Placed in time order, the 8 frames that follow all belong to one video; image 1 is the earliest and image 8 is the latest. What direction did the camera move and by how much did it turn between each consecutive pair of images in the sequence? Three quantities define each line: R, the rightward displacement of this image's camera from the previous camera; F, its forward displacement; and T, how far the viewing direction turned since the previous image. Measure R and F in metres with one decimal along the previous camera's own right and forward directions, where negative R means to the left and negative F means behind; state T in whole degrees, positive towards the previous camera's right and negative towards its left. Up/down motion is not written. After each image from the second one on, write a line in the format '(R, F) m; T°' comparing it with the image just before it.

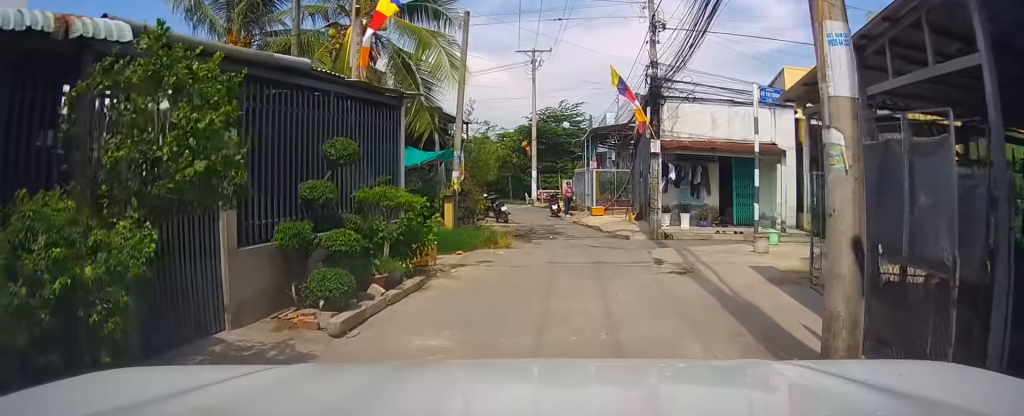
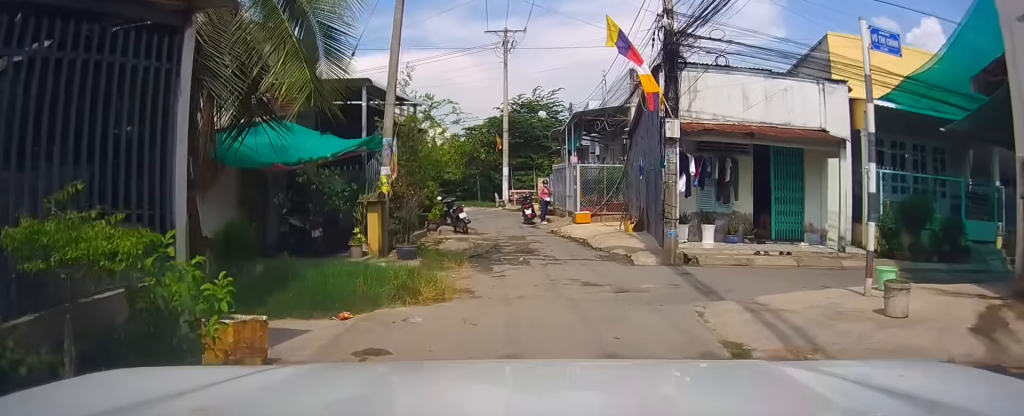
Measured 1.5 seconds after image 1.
(-2.7, +7.7) m; -19°
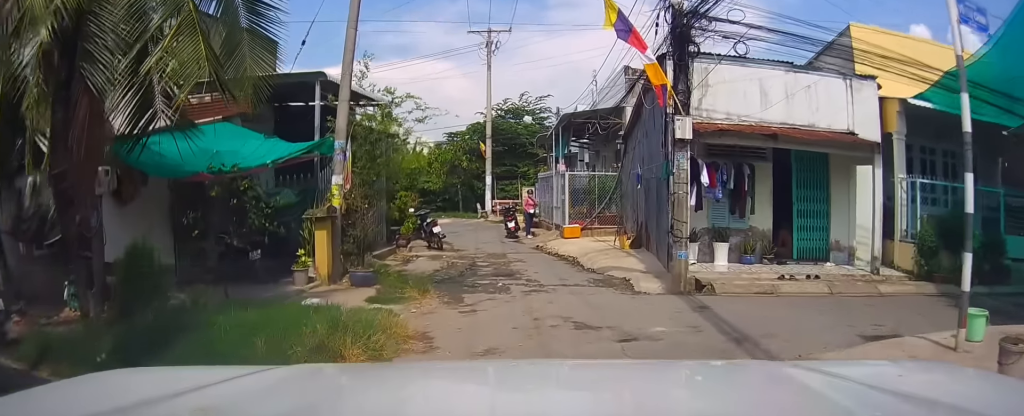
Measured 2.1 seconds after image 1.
(-0.5, +3.3) m; +6°
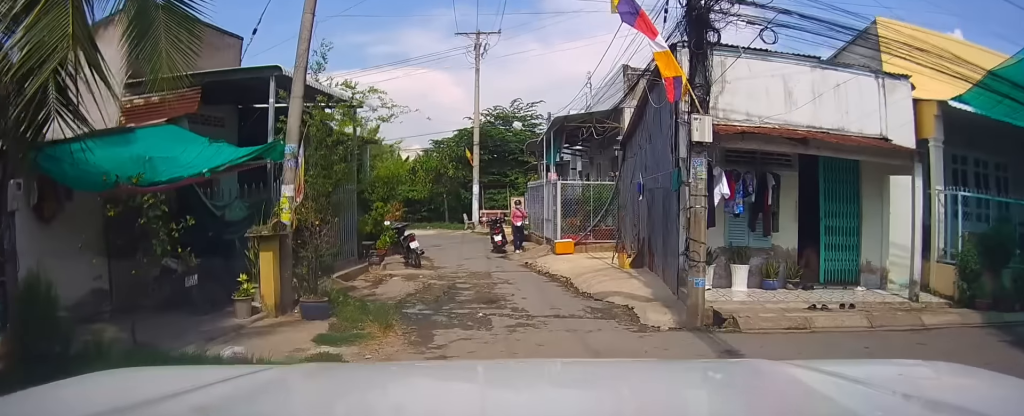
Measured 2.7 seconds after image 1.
(+1.0, +3.0) m; +7°
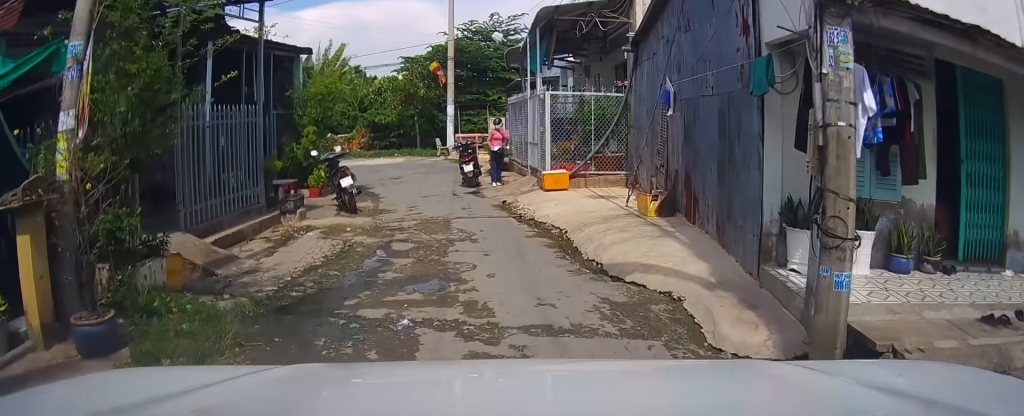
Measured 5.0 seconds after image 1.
(-0.9, +9.3) m; -13°
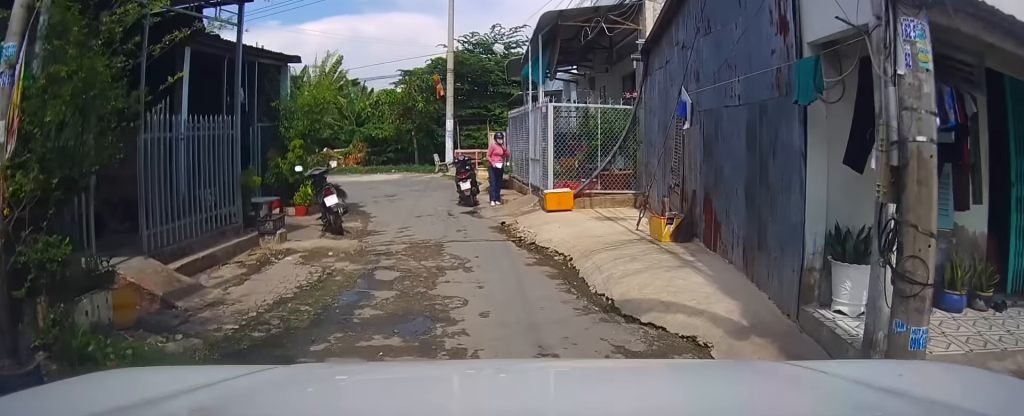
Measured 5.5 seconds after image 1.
(+0.1, +1.5) m; +2°
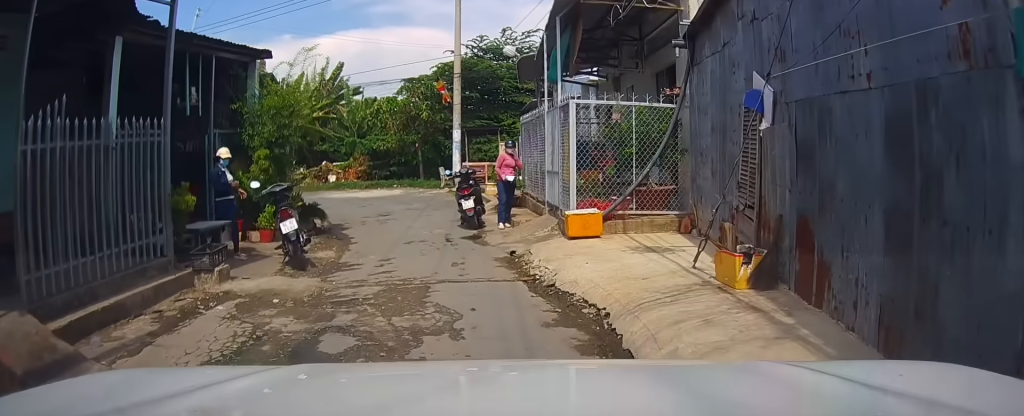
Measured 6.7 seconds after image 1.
(+0.2, +2.7) m; +6°
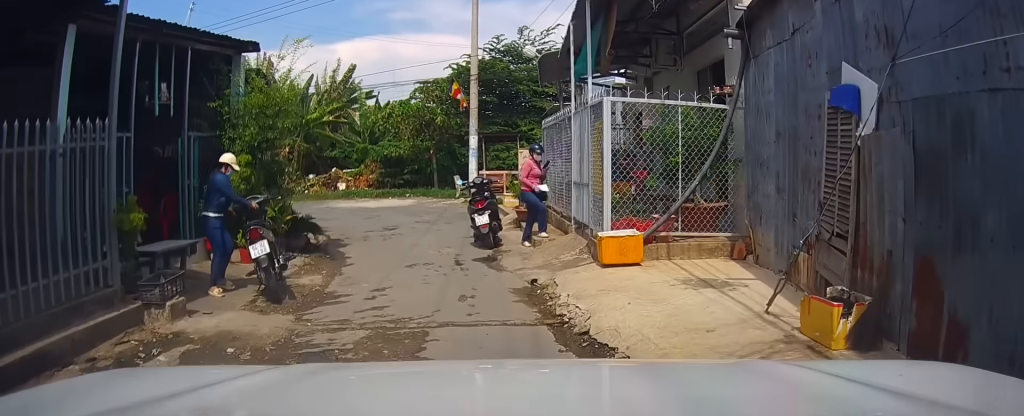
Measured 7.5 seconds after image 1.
(0.0, +1.5) m; +3°
